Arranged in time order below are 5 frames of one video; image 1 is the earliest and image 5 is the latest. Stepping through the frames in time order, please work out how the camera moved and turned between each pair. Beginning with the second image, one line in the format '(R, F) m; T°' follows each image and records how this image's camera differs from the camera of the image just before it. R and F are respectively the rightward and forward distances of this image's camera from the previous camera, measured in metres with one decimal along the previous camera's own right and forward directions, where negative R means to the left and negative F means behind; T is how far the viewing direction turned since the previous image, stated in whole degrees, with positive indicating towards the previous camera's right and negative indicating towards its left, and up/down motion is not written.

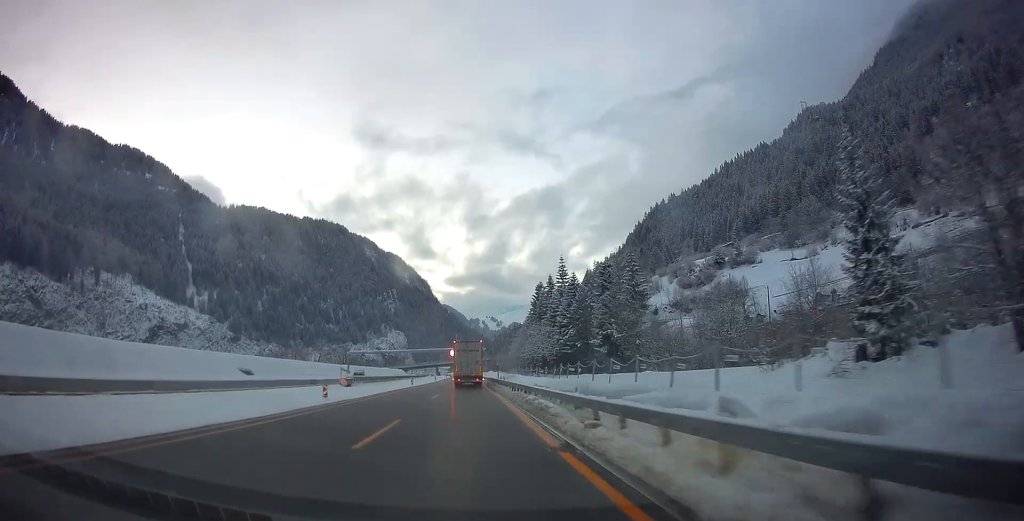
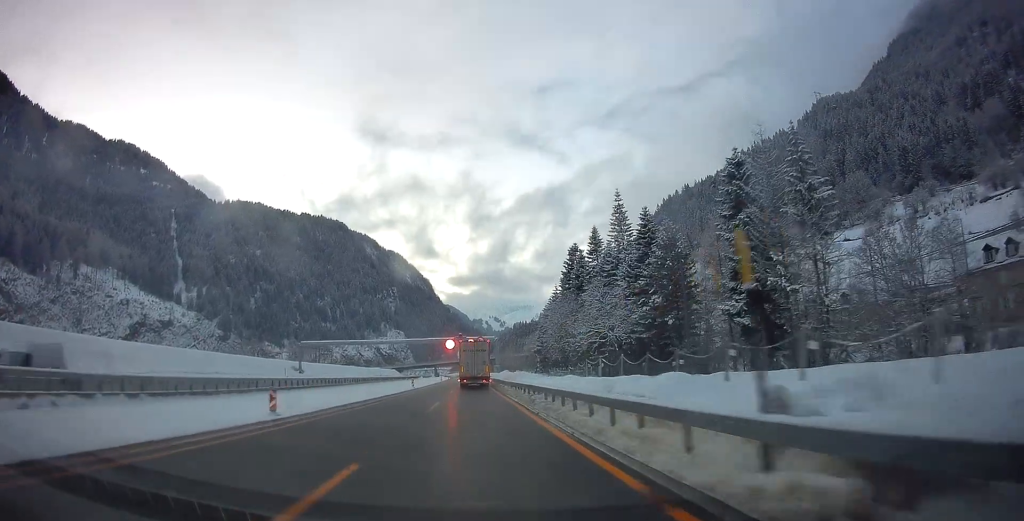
(+0.2, +43.1) m; +1°
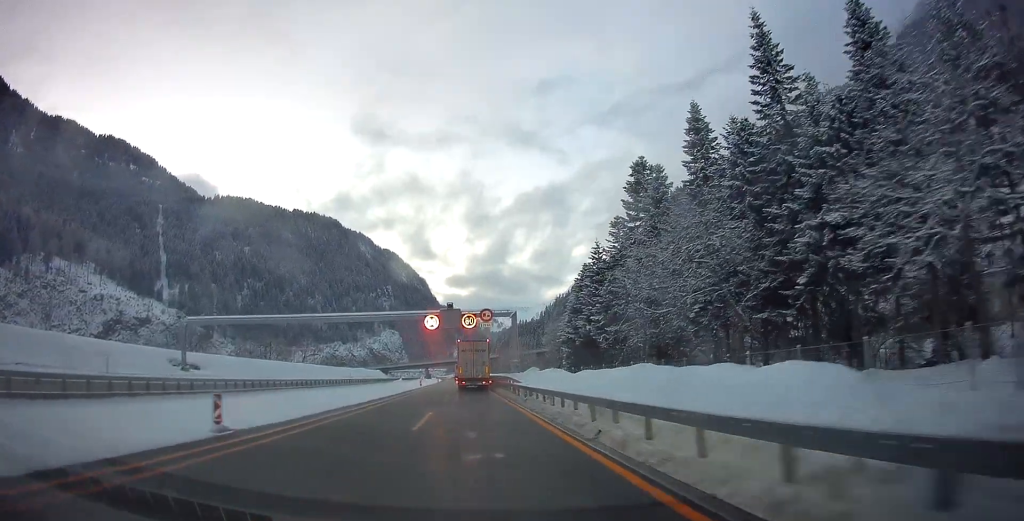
(-0.7, +42.3) m; -1°
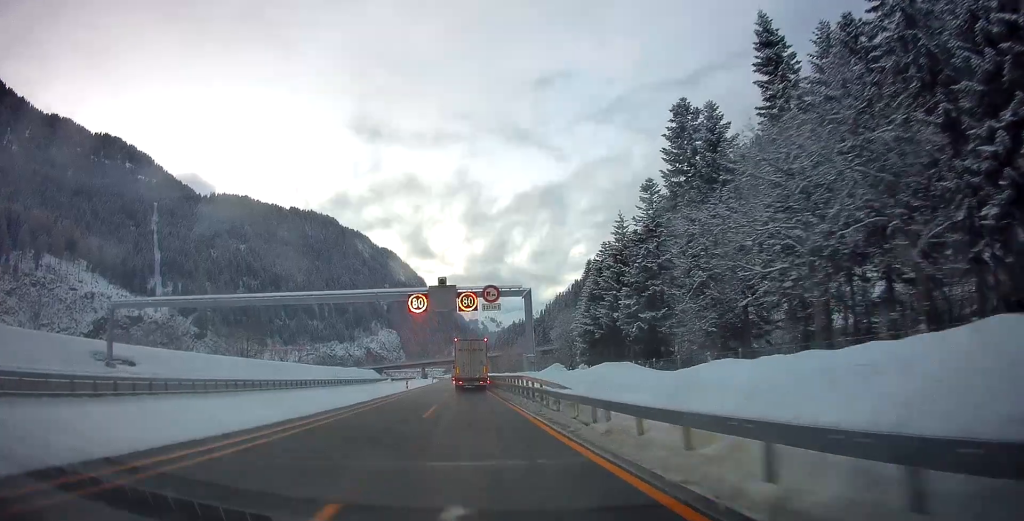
(+0.3, +14.0) m; +1°
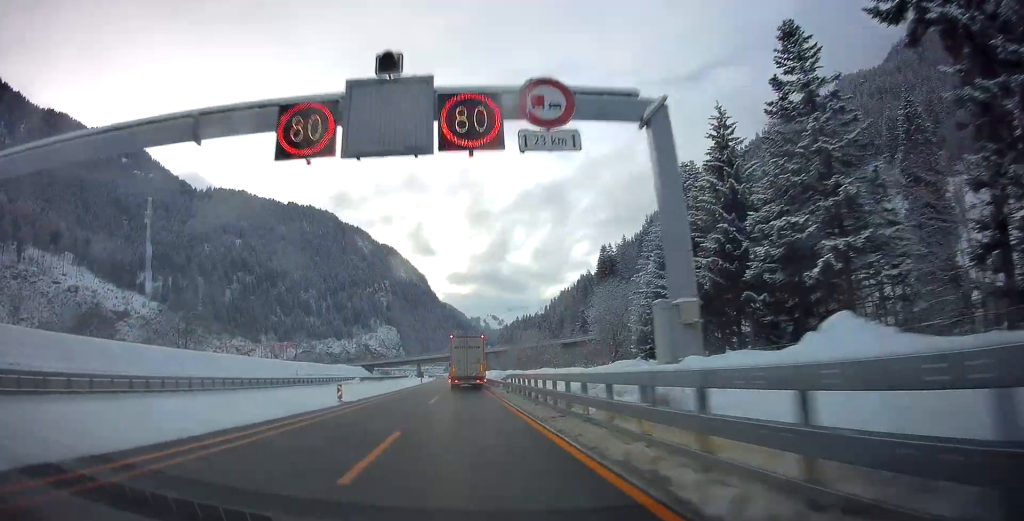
(+0.2, +28.6) m; -1°
